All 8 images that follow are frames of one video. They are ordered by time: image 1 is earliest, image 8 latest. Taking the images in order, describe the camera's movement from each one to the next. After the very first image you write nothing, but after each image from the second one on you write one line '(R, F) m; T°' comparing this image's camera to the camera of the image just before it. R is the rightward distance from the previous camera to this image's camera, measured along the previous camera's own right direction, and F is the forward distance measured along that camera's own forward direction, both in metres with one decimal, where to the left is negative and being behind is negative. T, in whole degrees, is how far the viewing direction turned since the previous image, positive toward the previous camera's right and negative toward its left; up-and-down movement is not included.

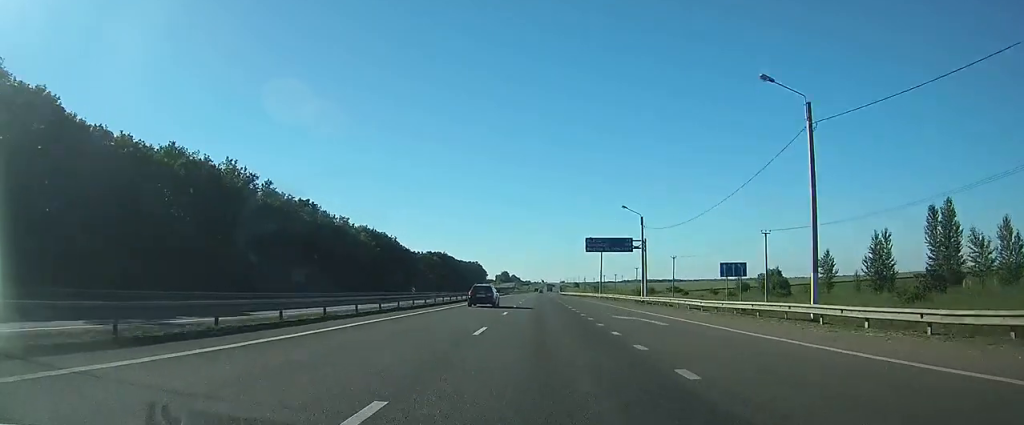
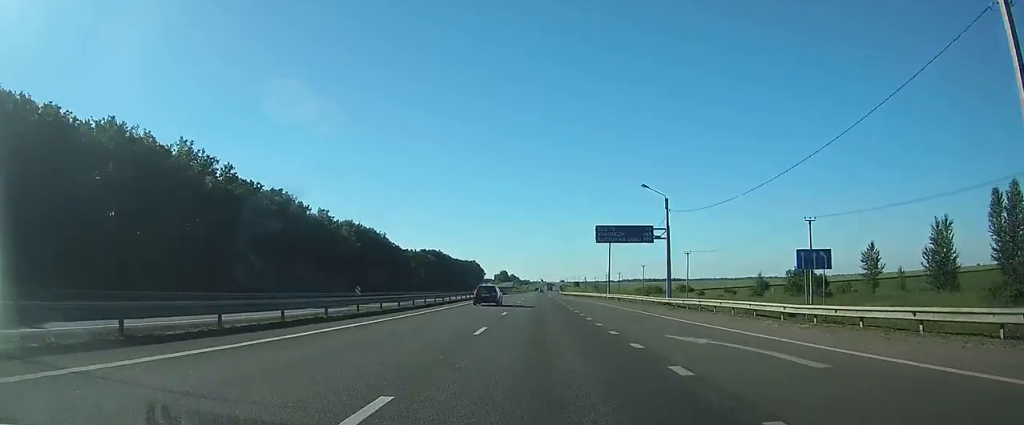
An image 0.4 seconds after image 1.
(0.0, +11.6) m; 0°
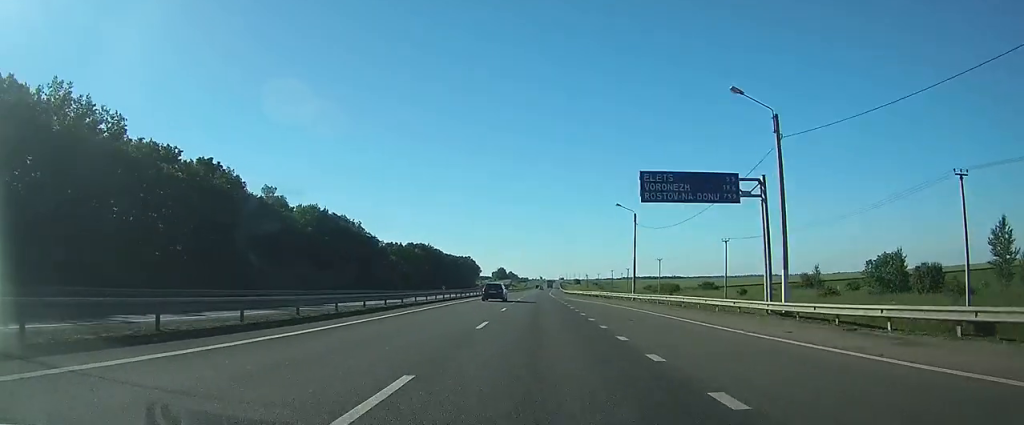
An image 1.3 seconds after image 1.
(+0.1, +22.5) m; 0°
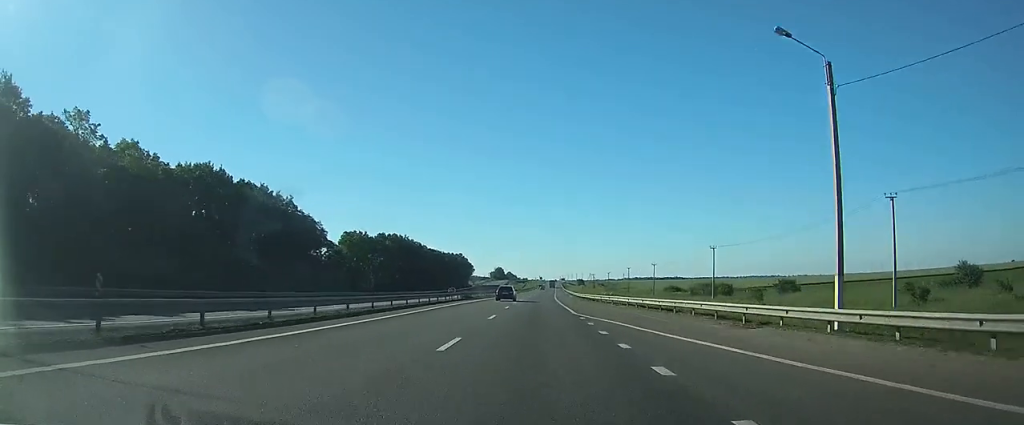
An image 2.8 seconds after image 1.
(+0.2, +41.6) m; 0°
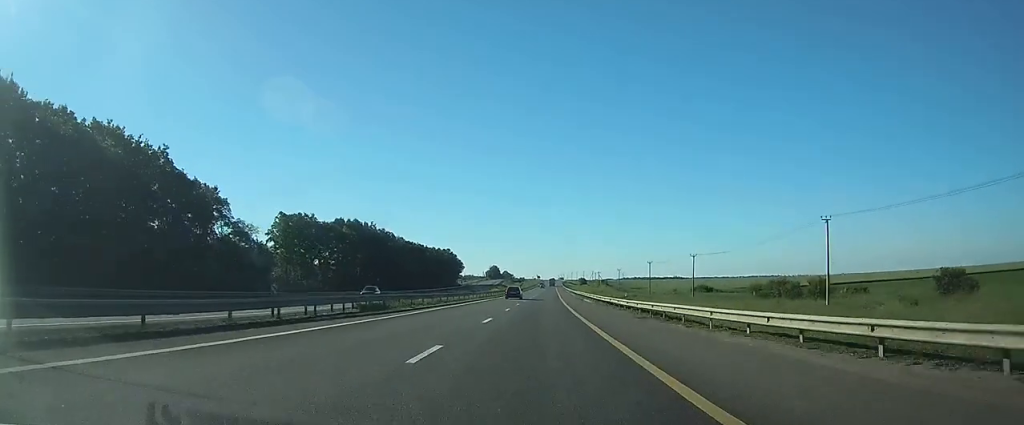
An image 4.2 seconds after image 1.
(0.0, +38.2) m; 0°
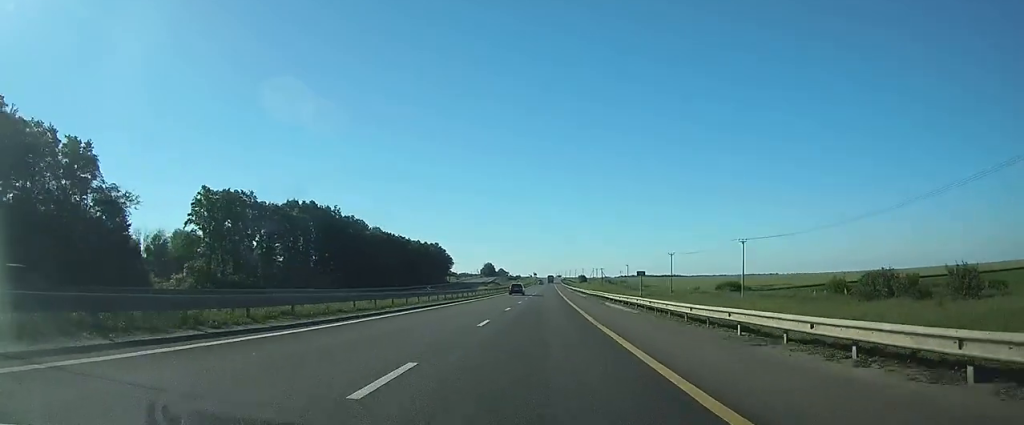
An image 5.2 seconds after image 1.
(0.0, +27.4) m; 0°
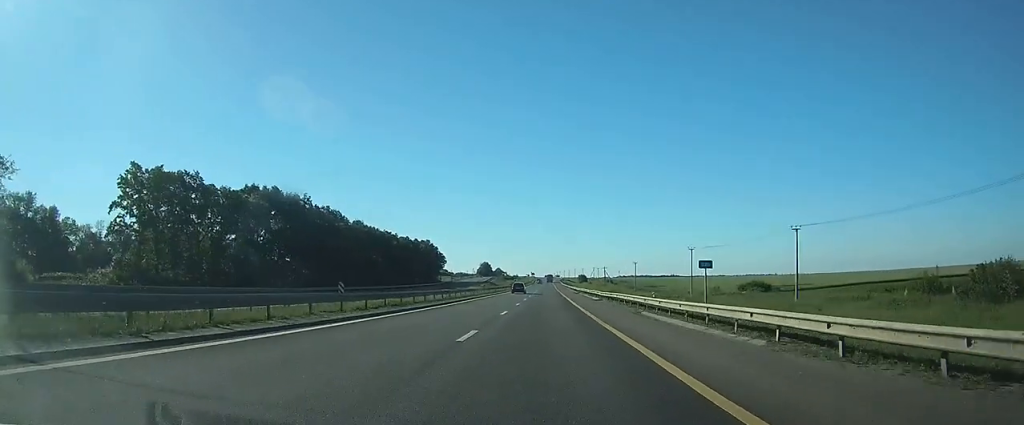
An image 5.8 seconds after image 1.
(0.0, +17.4) m; 0°
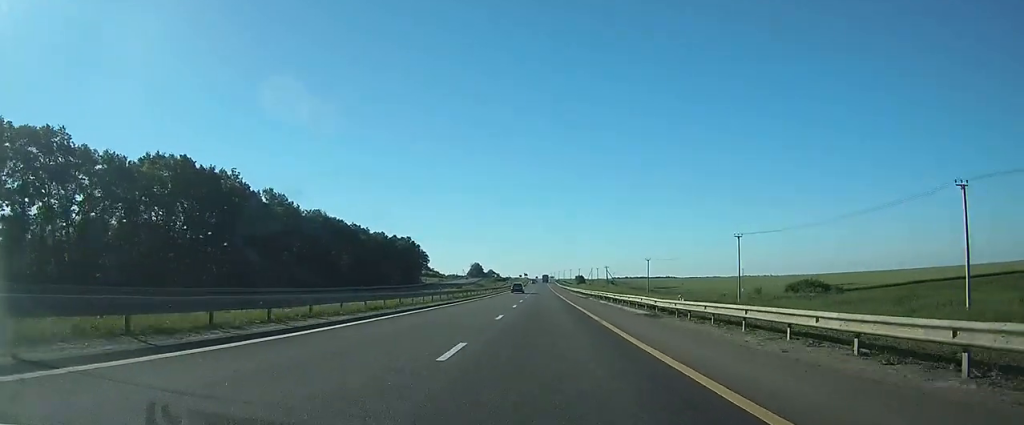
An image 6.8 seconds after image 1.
(+0.1, +27.5) m; 0°
